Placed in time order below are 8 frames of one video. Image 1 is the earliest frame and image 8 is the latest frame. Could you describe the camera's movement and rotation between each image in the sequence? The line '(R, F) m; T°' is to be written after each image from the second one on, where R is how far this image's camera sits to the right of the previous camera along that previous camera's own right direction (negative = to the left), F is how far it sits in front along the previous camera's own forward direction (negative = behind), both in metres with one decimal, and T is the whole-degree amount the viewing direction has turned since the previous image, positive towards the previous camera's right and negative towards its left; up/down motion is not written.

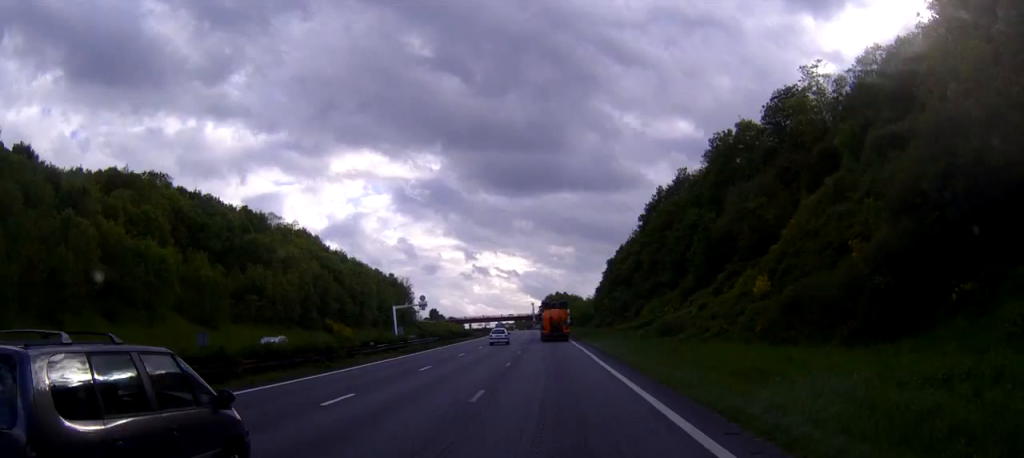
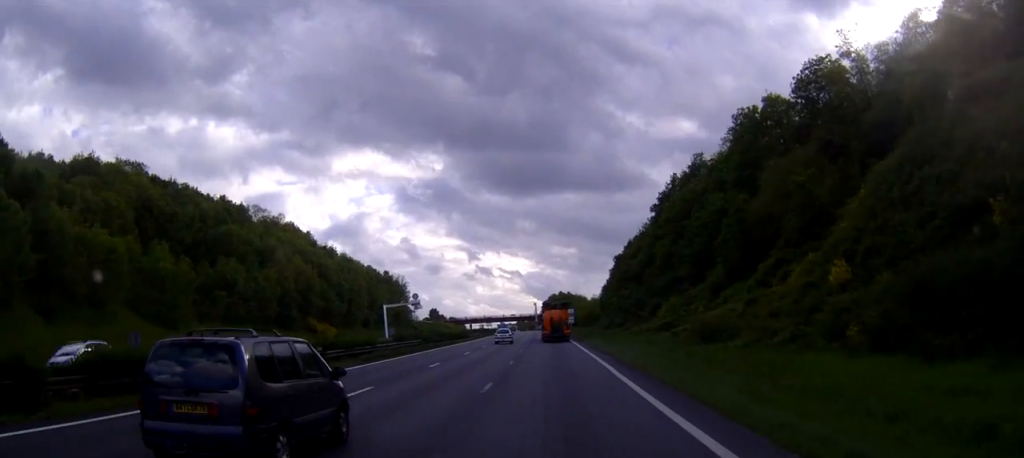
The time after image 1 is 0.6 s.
(0.0, +11.6) m; 0°
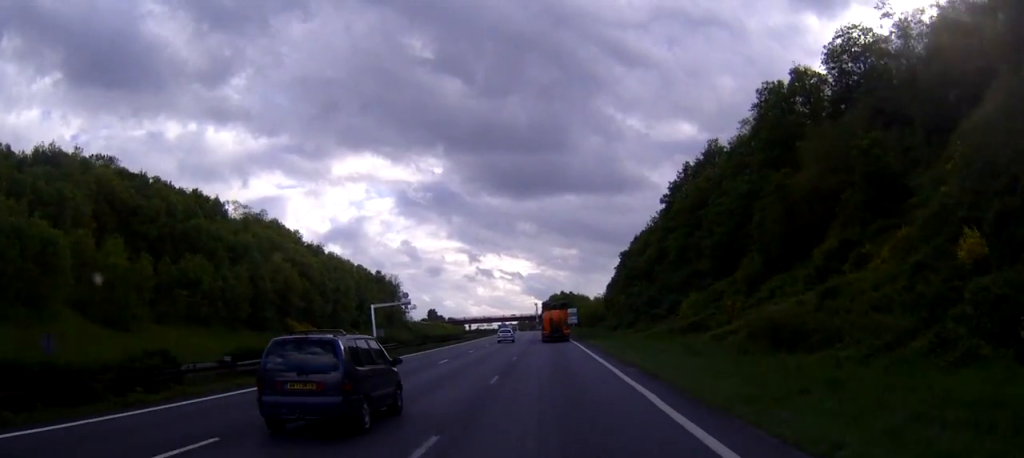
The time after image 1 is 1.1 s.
(0.0, +10.9) m; 0°
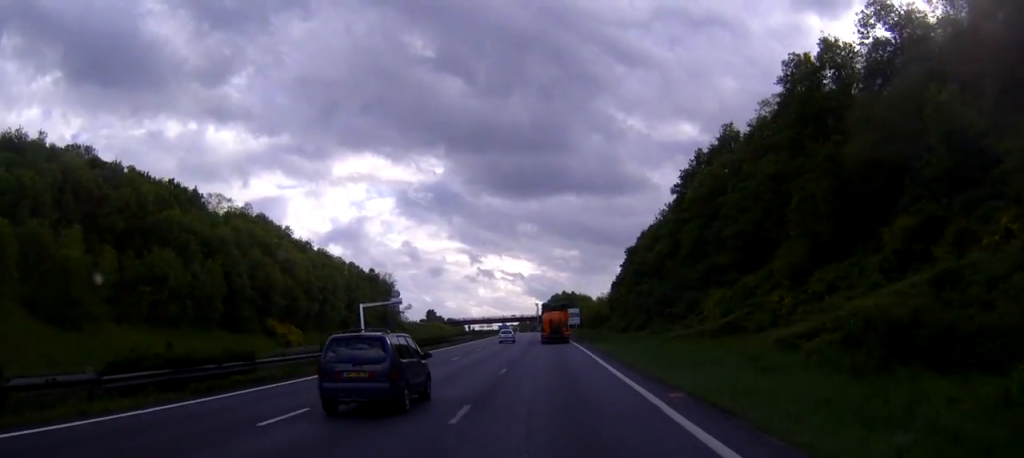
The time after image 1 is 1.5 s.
(0.0, +8.9) m; 0°
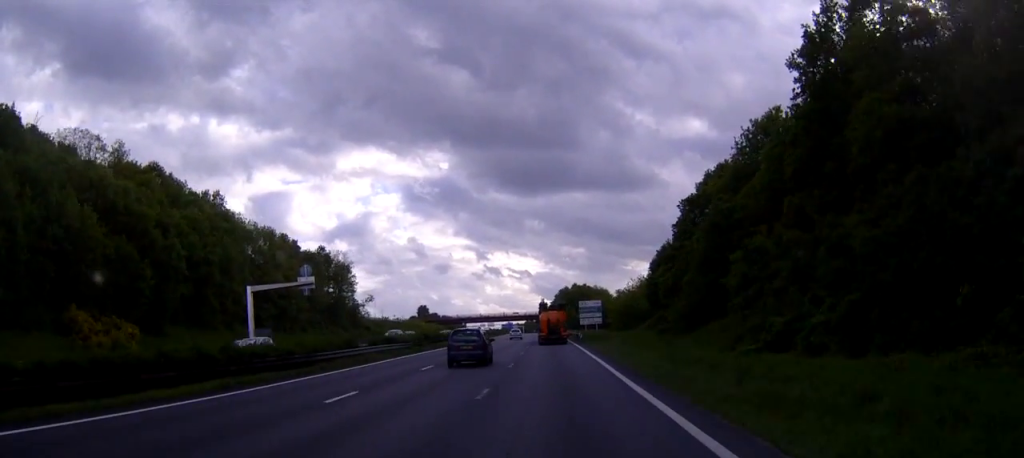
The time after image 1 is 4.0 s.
(-0.5, +50.2) m; -1°
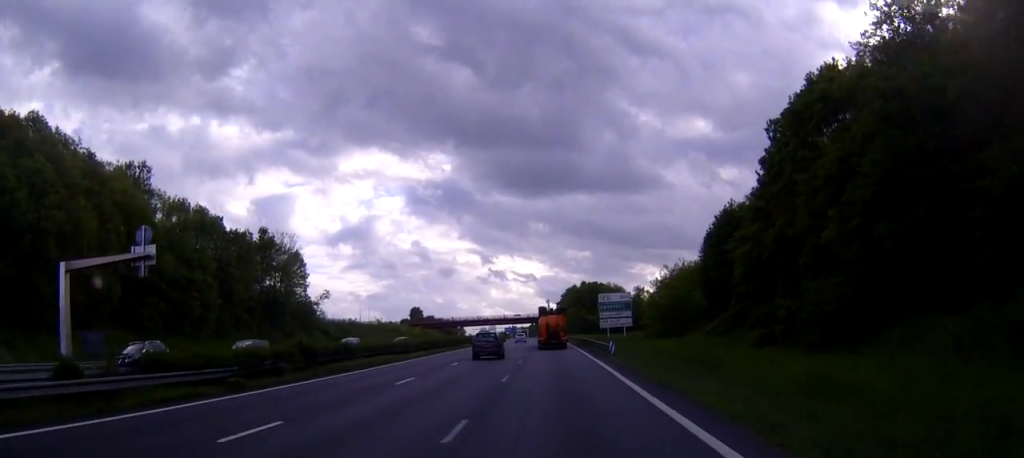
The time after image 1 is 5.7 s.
(+0.1, +32.7) m; 0°
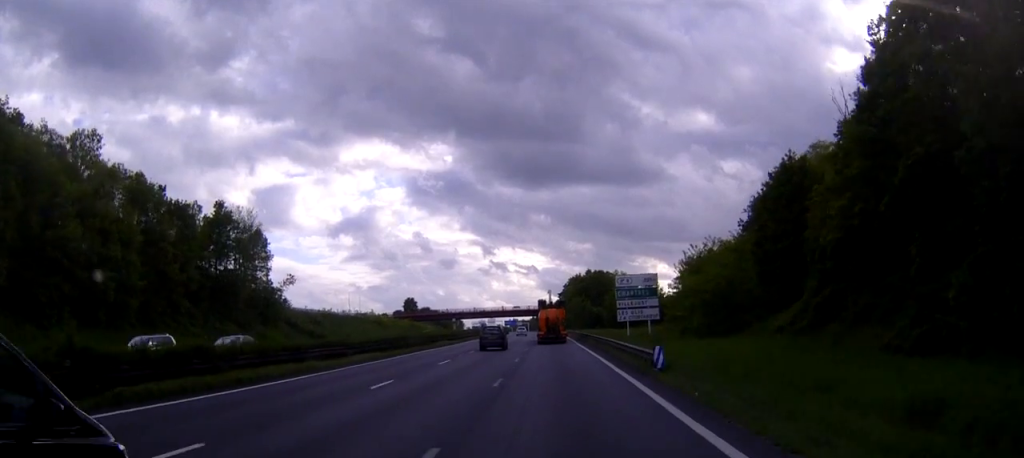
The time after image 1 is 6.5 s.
(-0.1, +17.1) m; 0°
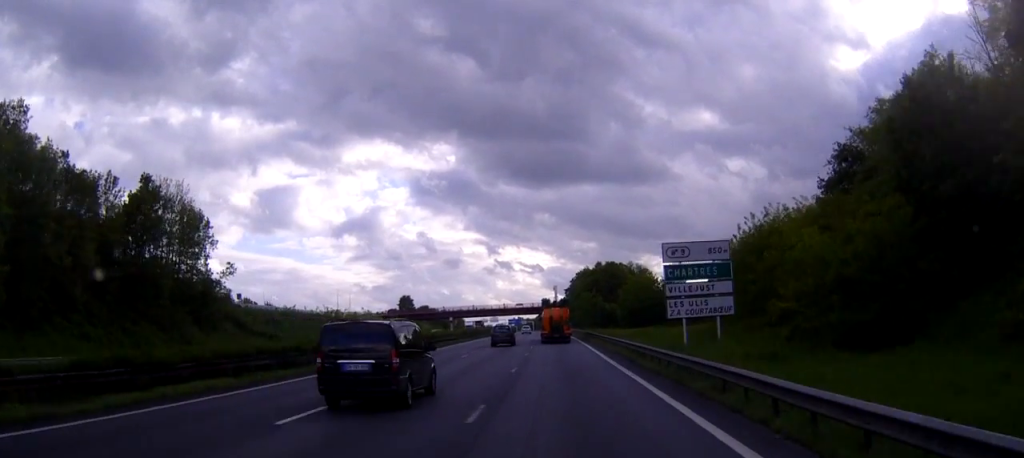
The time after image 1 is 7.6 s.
(0.0, +21.5) m; 0°
